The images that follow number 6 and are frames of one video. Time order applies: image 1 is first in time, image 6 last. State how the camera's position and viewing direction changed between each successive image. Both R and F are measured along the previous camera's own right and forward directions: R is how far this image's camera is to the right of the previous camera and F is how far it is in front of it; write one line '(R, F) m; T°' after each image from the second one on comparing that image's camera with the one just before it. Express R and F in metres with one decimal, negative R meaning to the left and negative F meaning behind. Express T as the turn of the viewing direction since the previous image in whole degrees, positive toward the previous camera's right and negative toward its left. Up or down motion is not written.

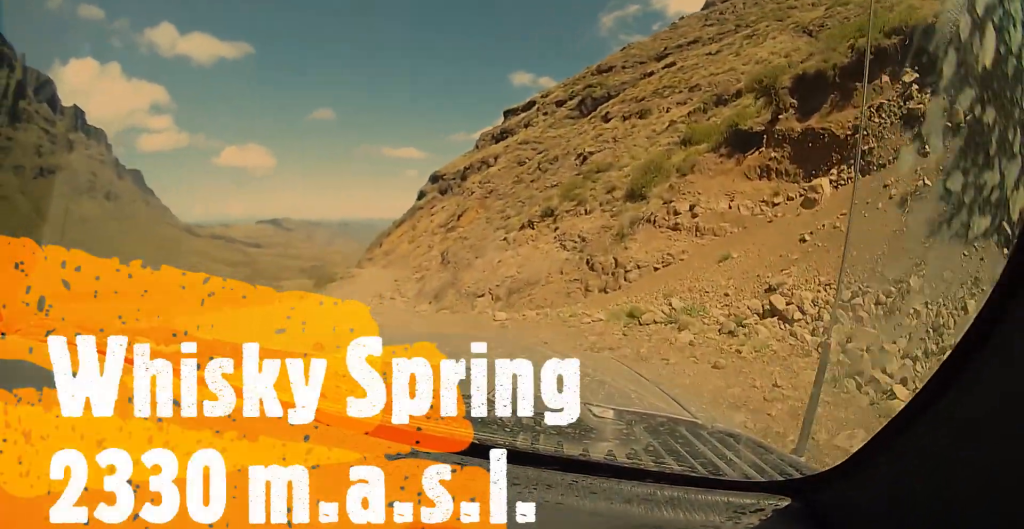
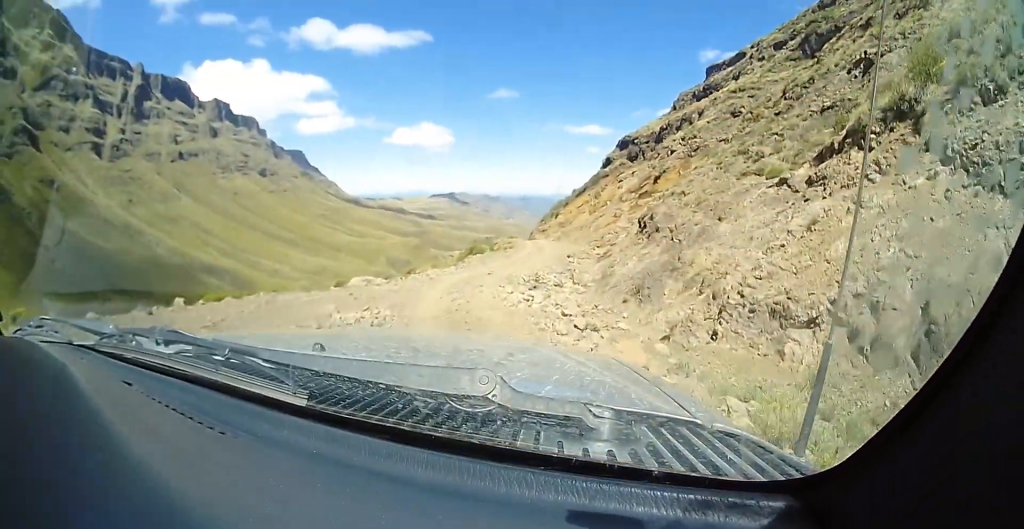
(-4.4, +11.7) m; -20°
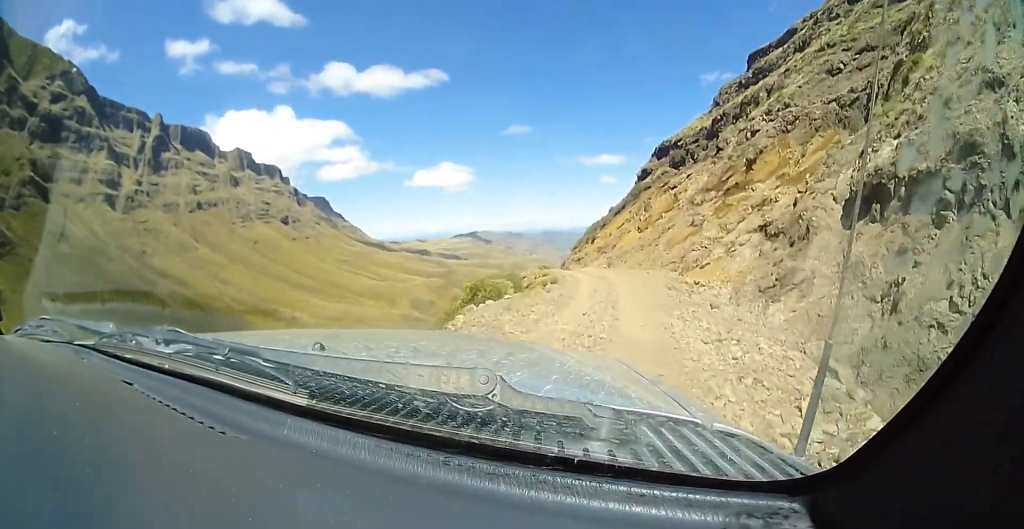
(+2.3, +15.3) m; +19°
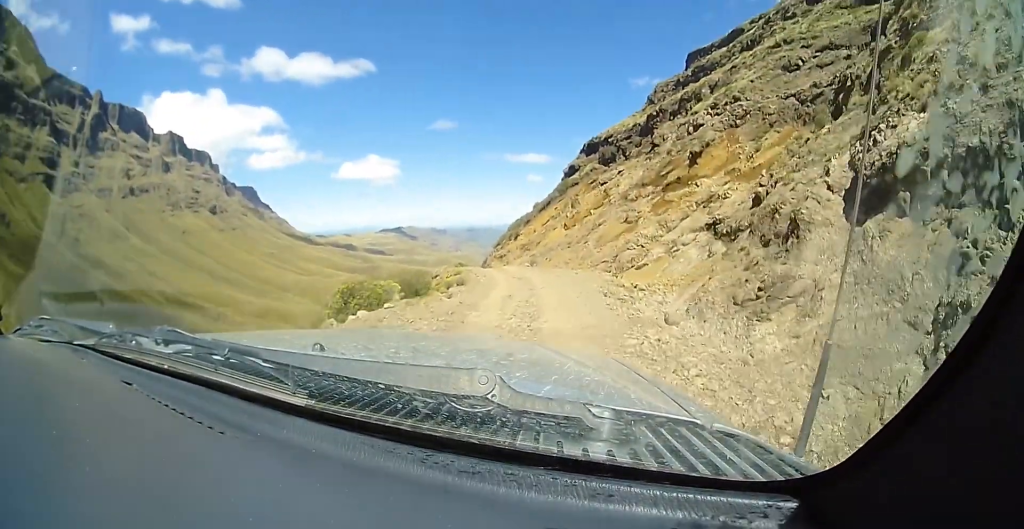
(+0.2, +3.5) m; +2°
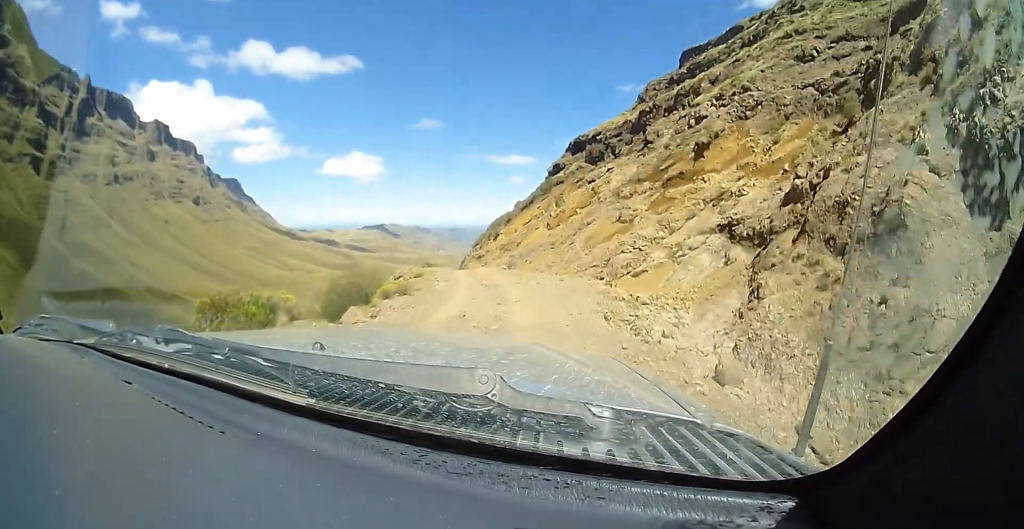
(-0.1, +3.7) m; -5°
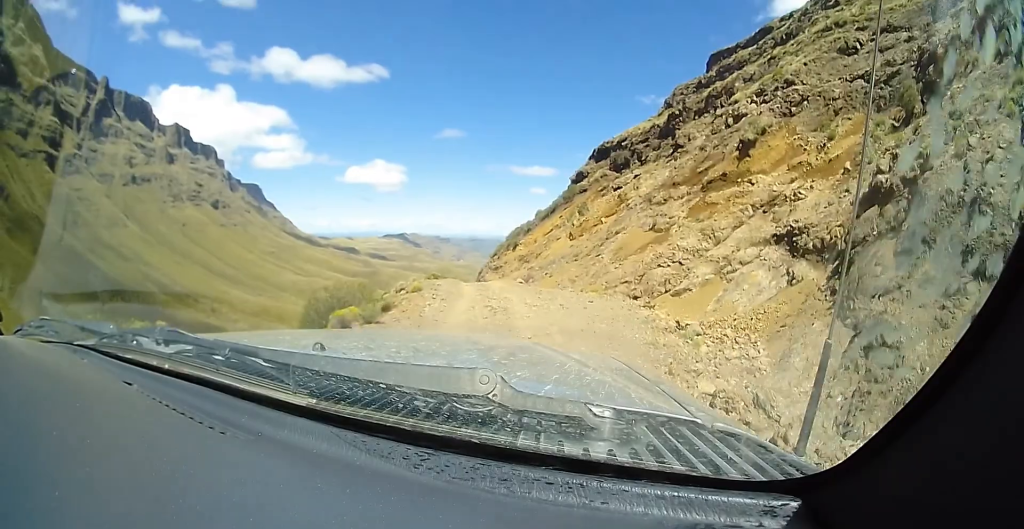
(+0.1, +3.5) m; -5°
